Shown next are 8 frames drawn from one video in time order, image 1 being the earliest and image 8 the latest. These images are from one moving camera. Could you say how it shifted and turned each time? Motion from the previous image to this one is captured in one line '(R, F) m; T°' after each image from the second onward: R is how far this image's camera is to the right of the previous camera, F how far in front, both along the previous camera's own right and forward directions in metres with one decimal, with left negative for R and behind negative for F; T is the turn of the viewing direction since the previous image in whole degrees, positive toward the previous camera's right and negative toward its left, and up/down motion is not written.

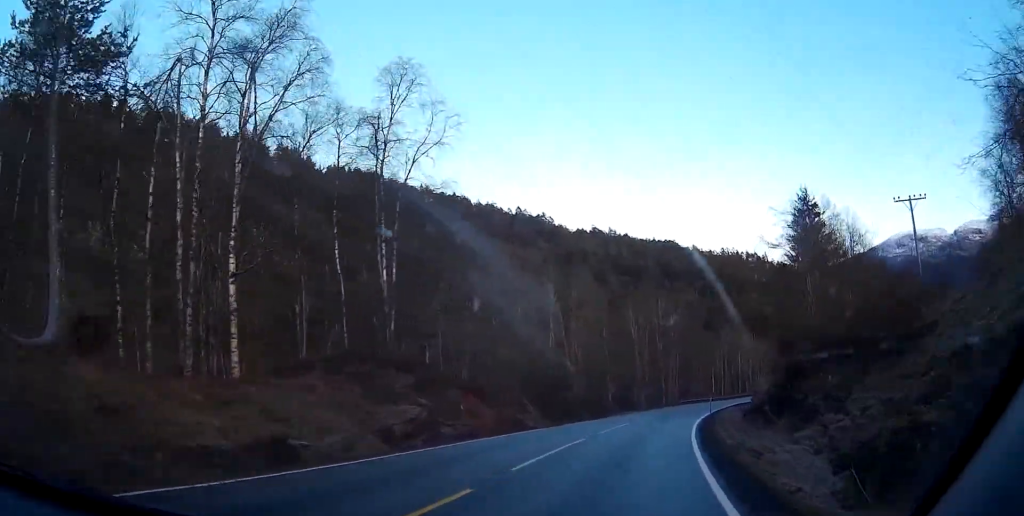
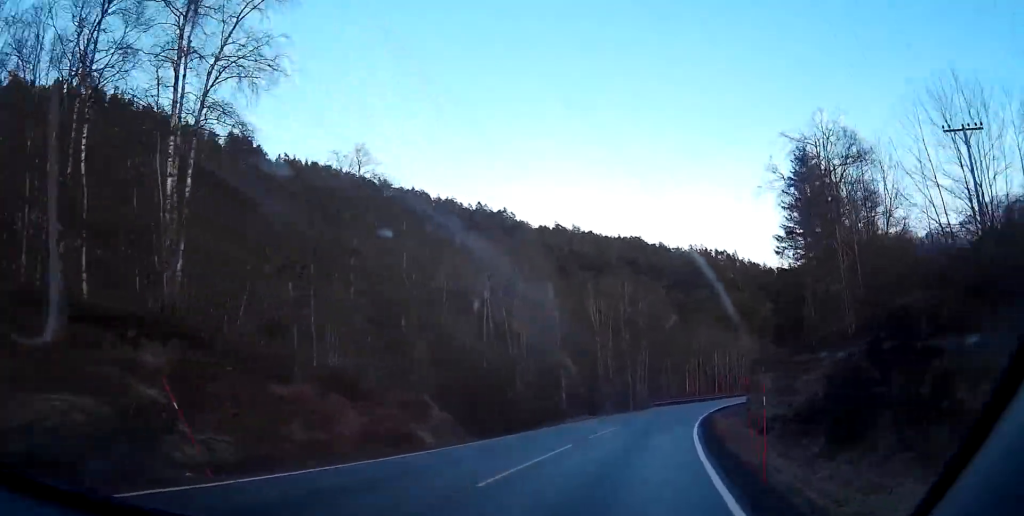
(+0.4, +14.2) m; +3°
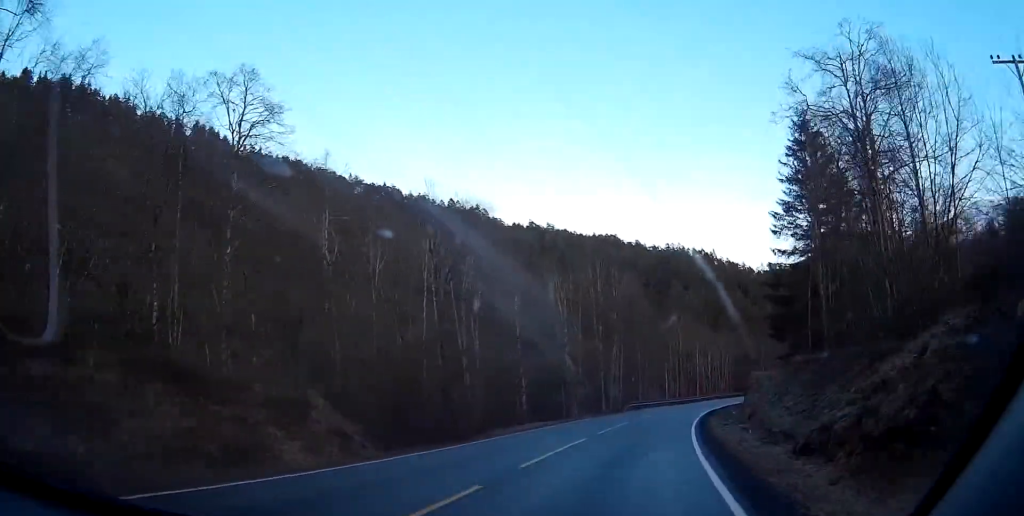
(+0.1, +8.8) m; +3°
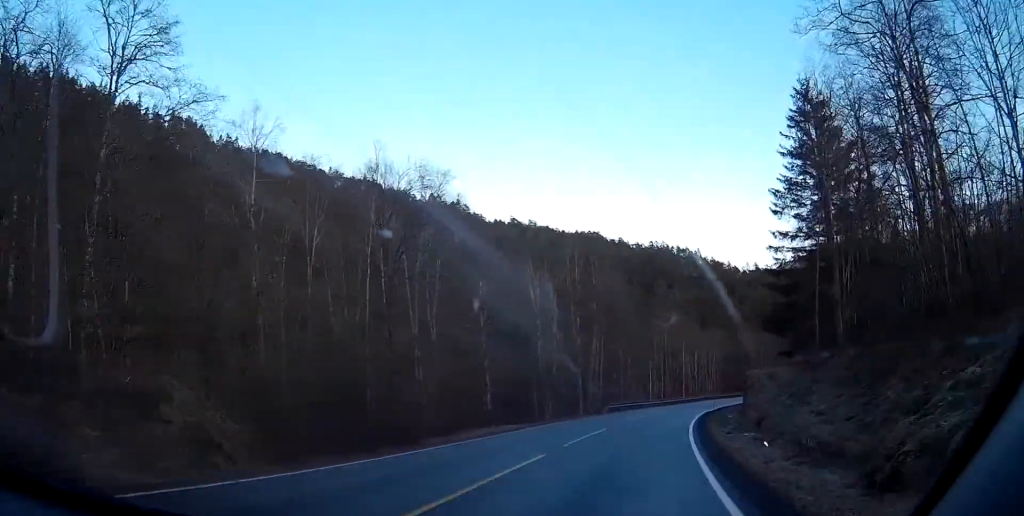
(-0.1, +6.4) m; +5°
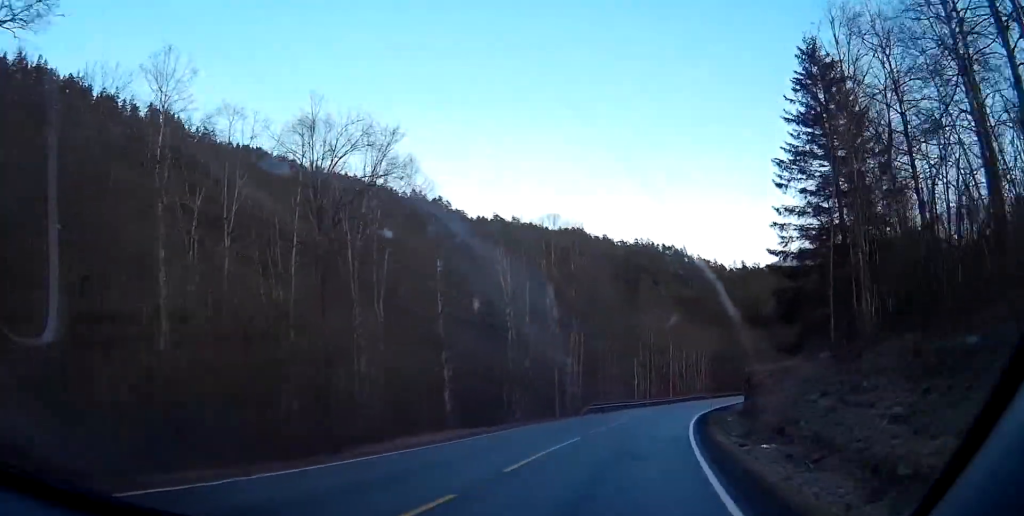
(-0.5, +6.4) m; +5°
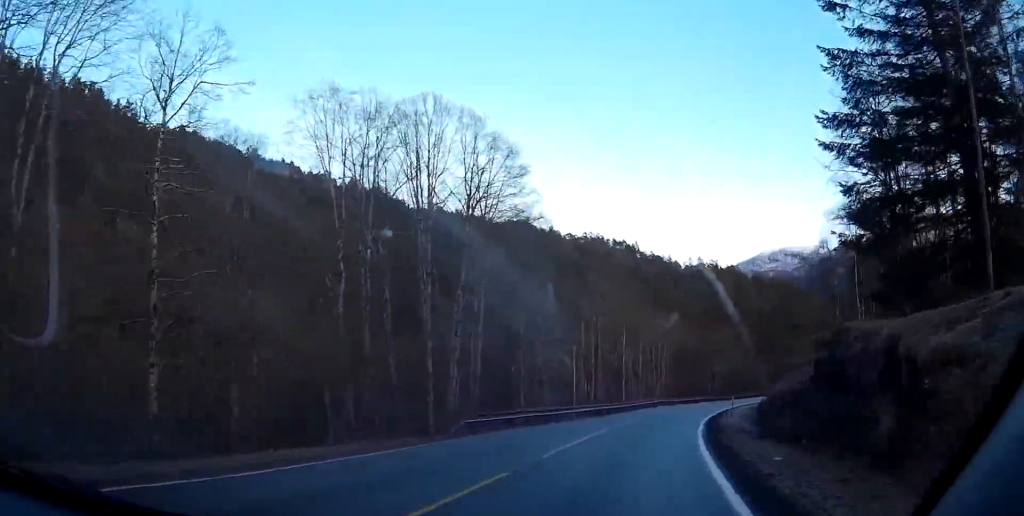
(+3.5, +20.9) m; +10°
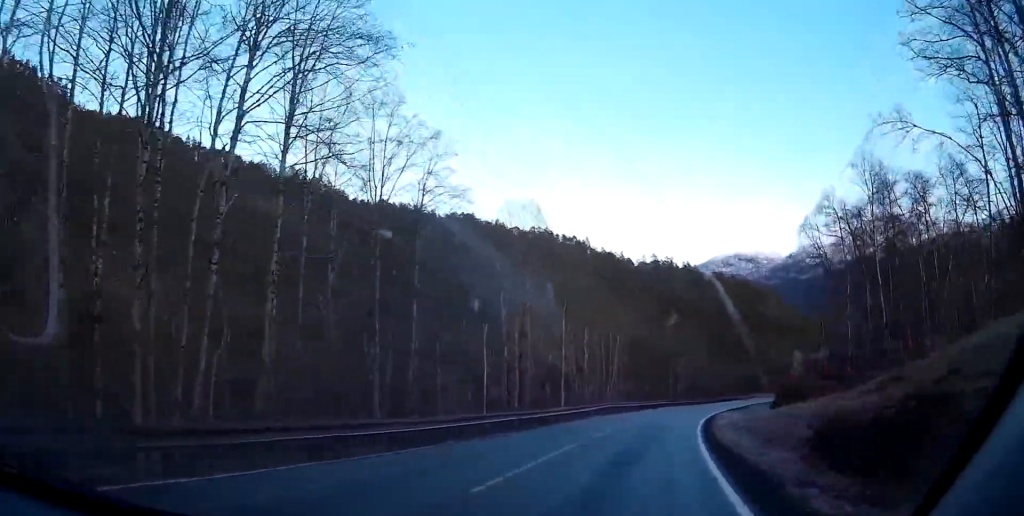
(0.0, +16.3) m; 0°
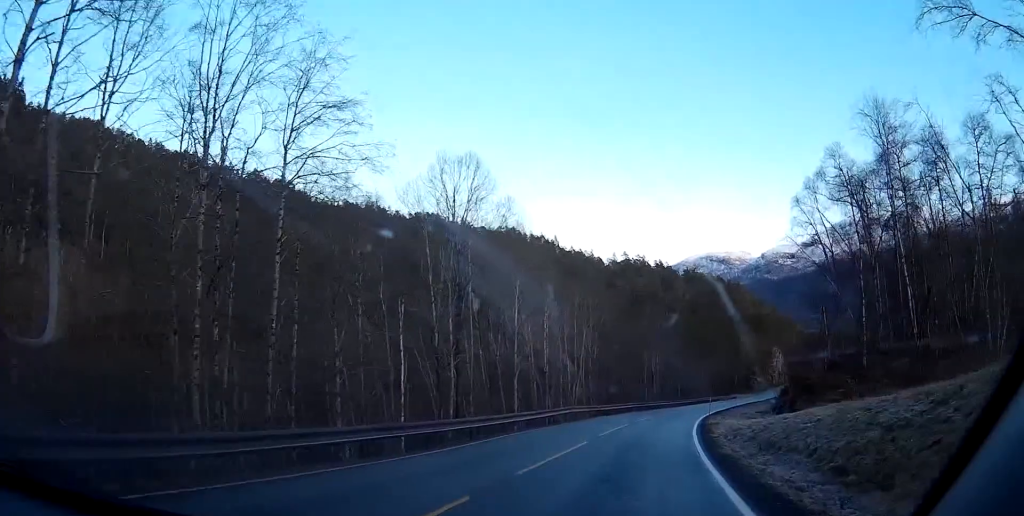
(0.0, +9.0) m; 0°
